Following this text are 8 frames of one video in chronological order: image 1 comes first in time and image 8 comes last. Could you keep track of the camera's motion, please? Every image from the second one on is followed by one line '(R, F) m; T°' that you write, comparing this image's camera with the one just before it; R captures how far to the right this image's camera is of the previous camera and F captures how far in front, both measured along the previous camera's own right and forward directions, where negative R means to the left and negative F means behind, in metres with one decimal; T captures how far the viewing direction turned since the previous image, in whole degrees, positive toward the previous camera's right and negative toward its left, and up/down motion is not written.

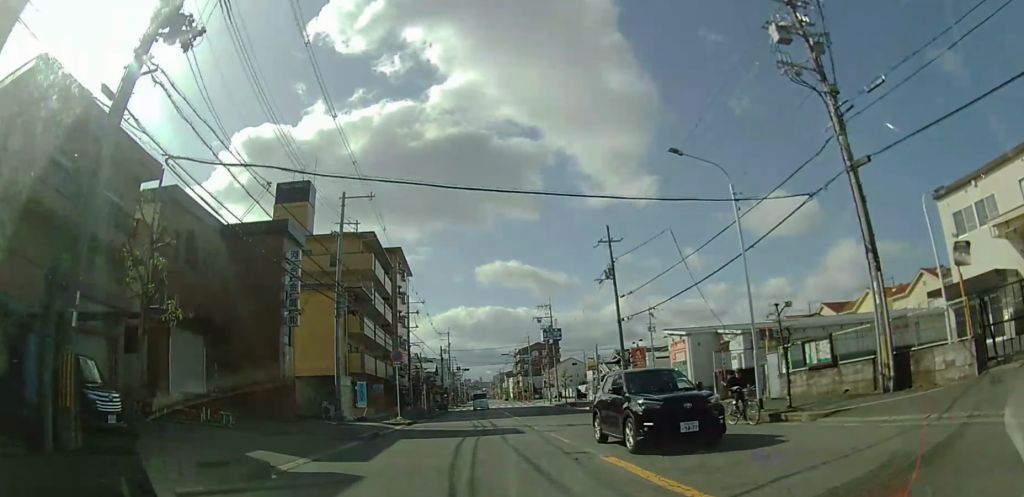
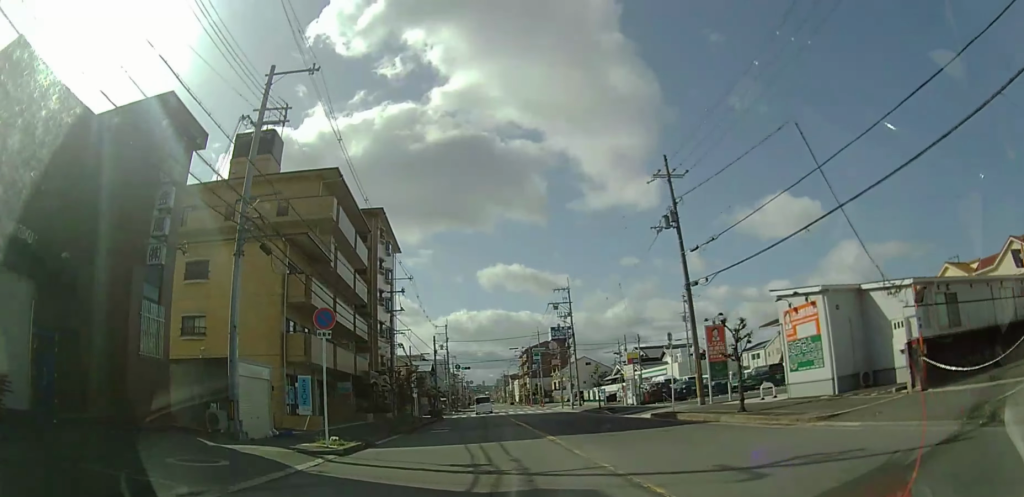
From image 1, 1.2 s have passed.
(-0.1, +13.8) m; 0°
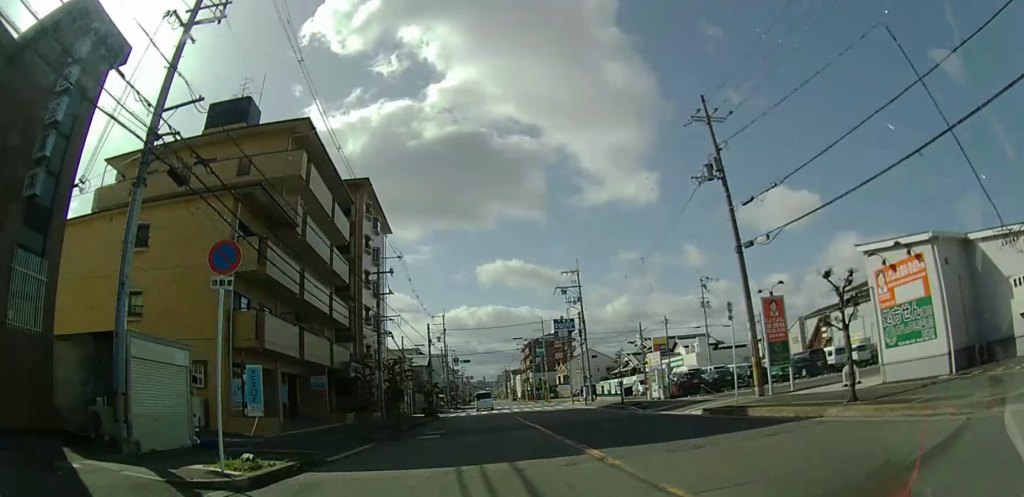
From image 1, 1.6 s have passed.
(0.0, +5.7) m; 0°
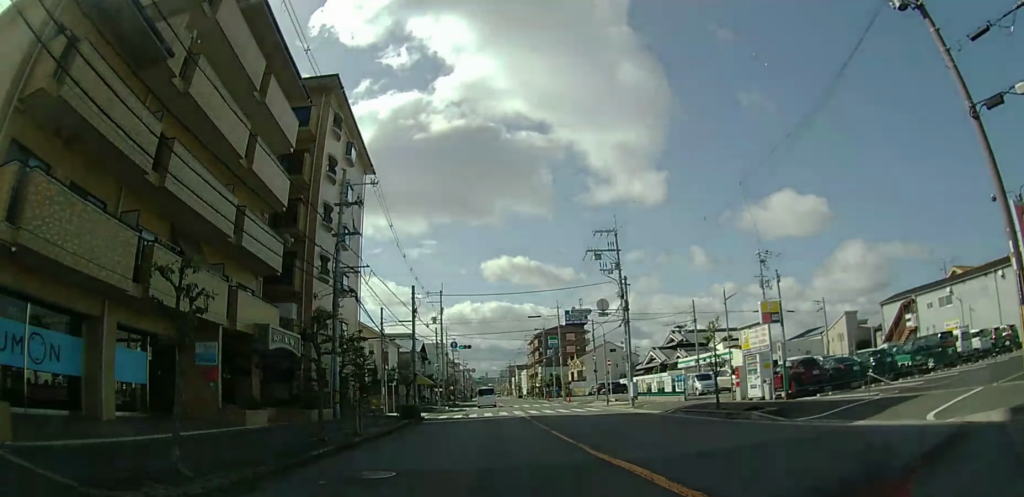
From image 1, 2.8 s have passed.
(+0.1, +13.9) m; +1°
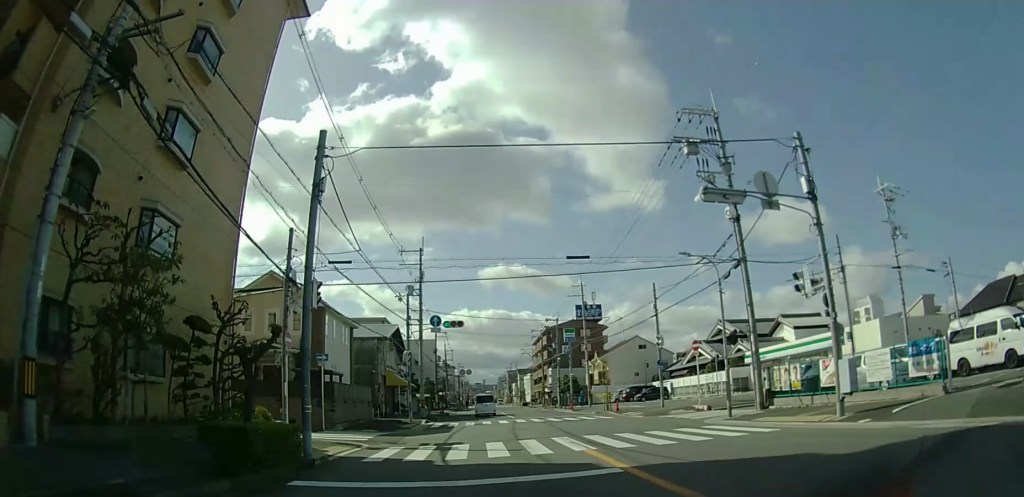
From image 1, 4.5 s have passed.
(+0.1, +19.2) m; +1°
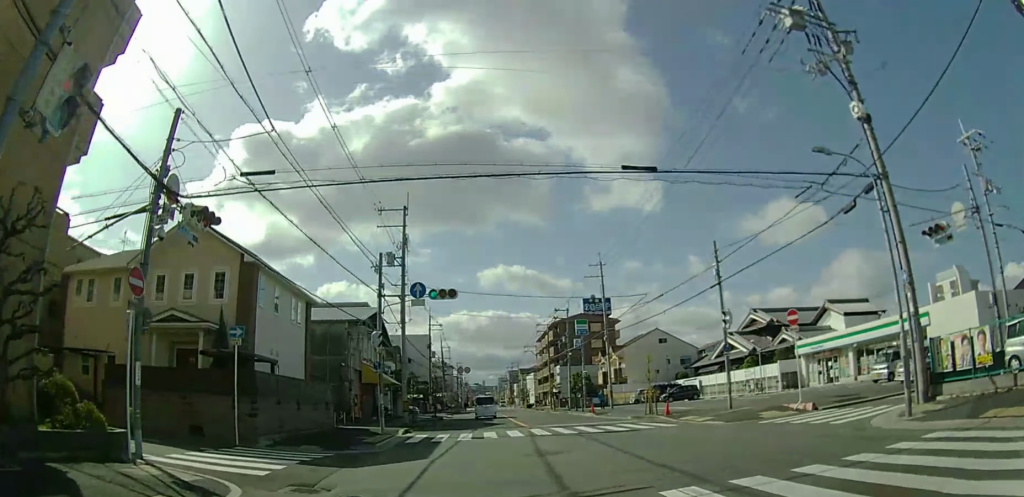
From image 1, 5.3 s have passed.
(0.0, +9.4) m; 0°
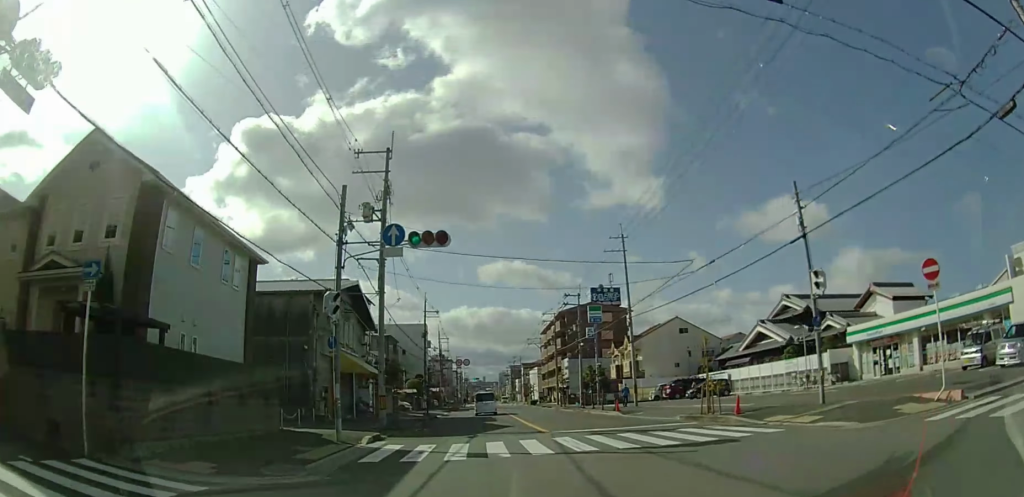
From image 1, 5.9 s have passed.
(+0.1, +7.4) m; 0°
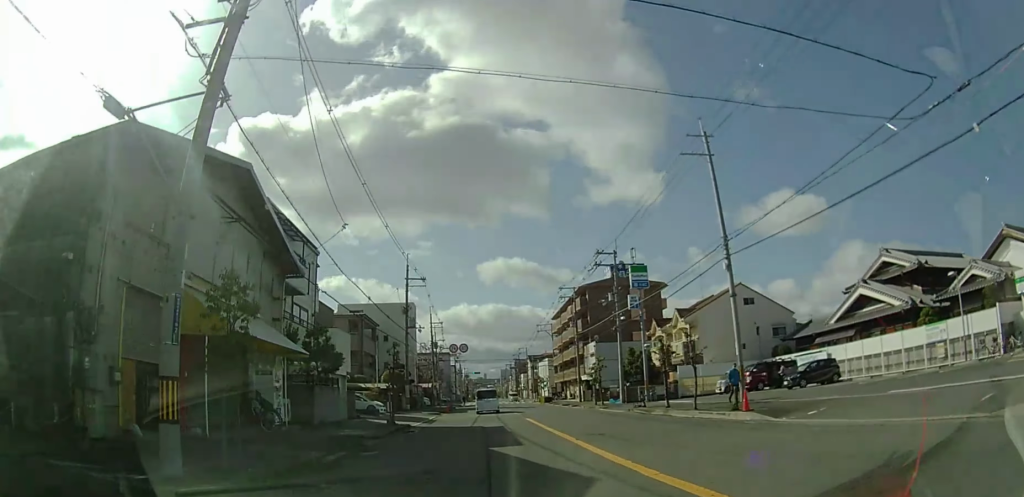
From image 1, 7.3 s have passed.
(-0.4, +16.7) m; -1°
